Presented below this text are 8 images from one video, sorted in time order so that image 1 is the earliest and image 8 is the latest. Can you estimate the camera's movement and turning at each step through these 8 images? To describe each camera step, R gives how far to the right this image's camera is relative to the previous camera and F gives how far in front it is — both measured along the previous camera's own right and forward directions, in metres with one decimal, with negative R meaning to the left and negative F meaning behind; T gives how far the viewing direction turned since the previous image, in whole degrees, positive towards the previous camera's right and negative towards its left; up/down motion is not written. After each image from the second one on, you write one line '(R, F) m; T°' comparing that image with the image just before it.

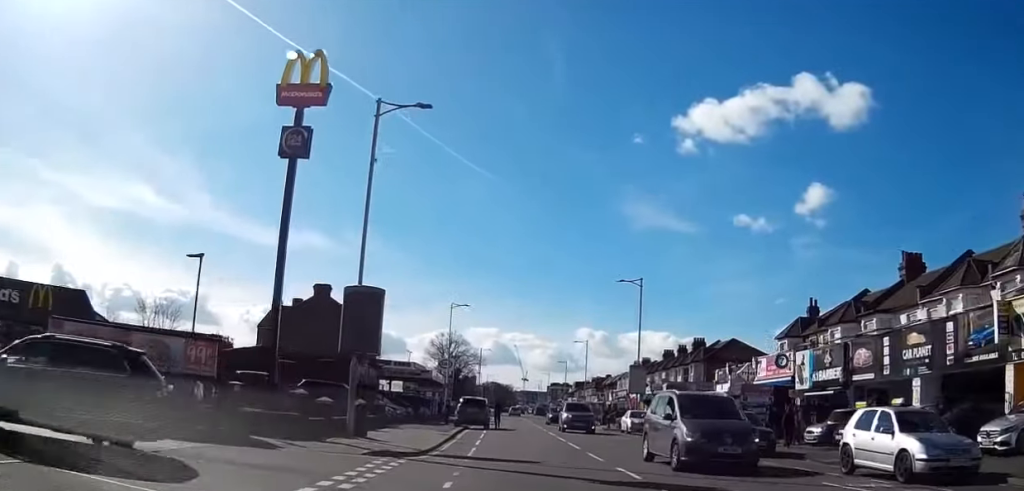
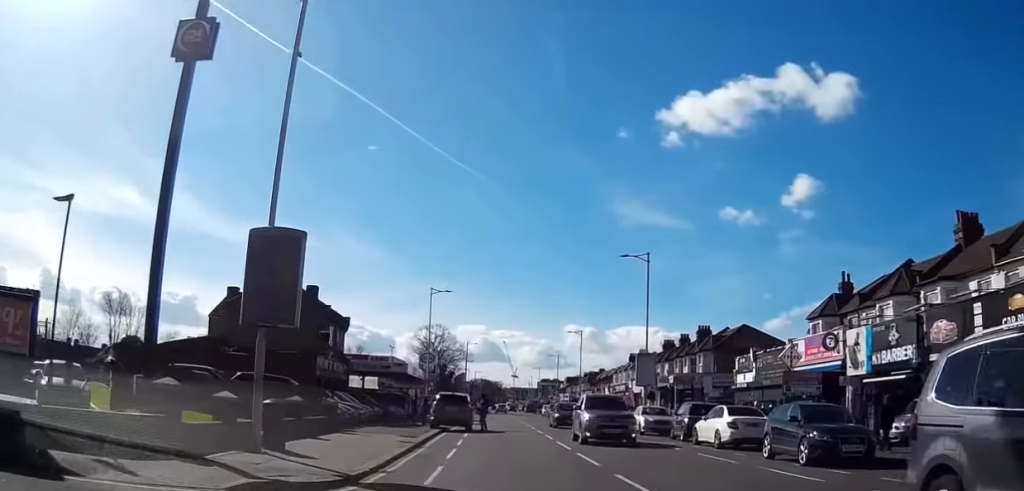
(+0.1, +8.0) m; 0°
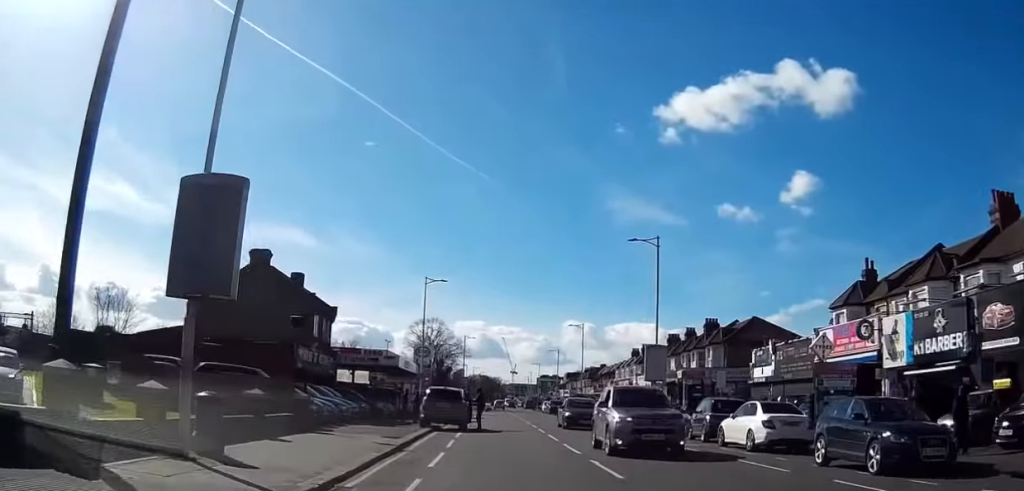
(0.0, +3.6) m; 0°
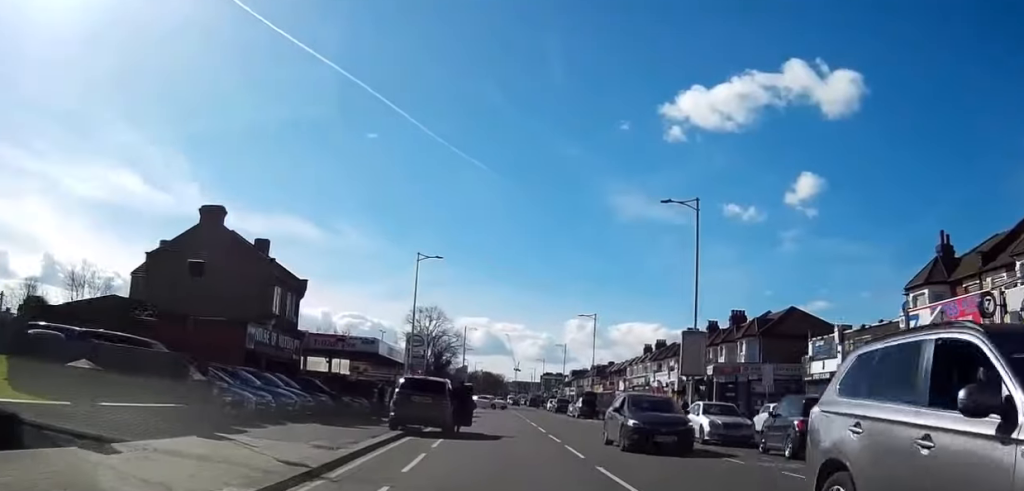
(0.0, +8.7) m; -2°
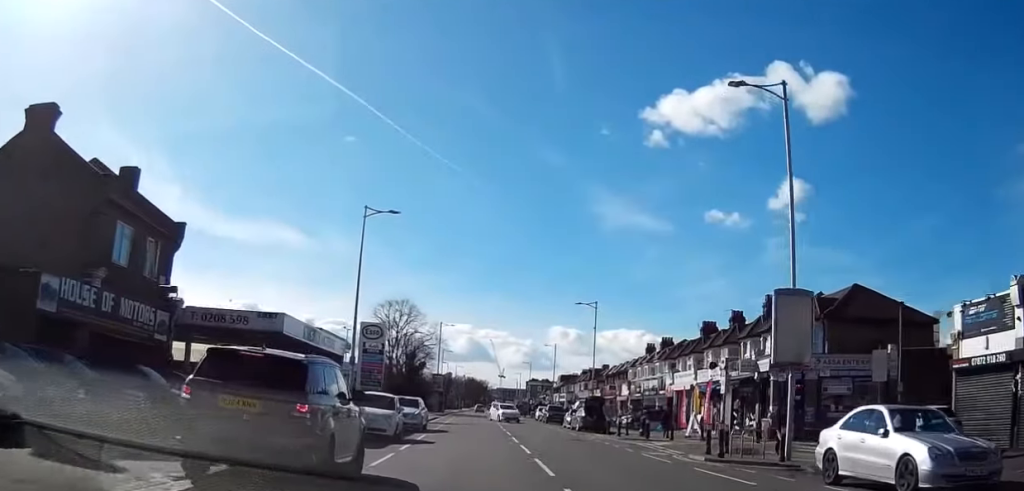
(-0.5, +14.7) m; 0°
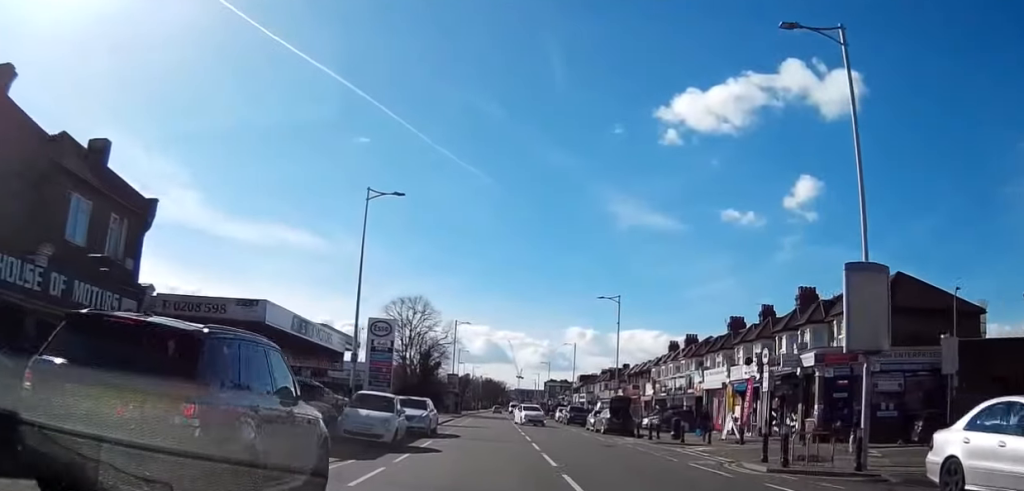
(+0.2, +4.0) m; +2°
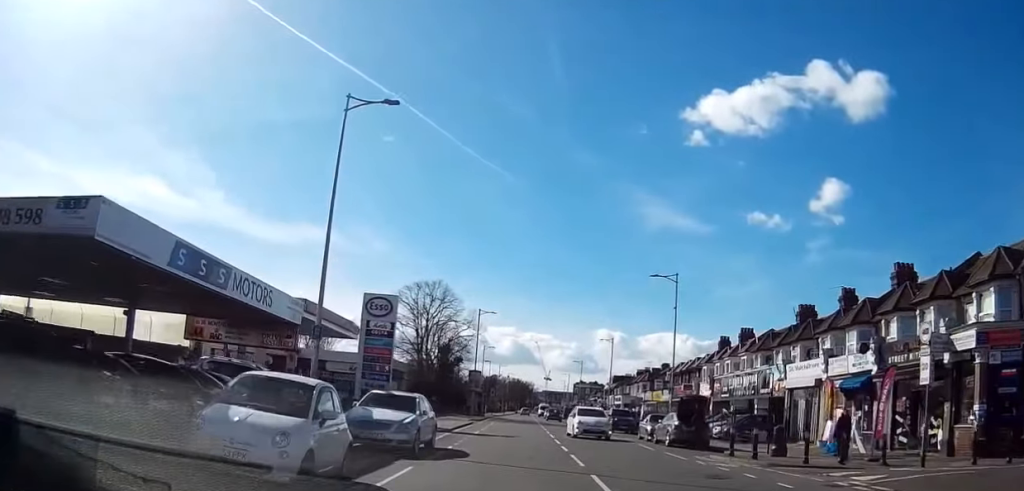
(+0.5, +11.6) m; +2°
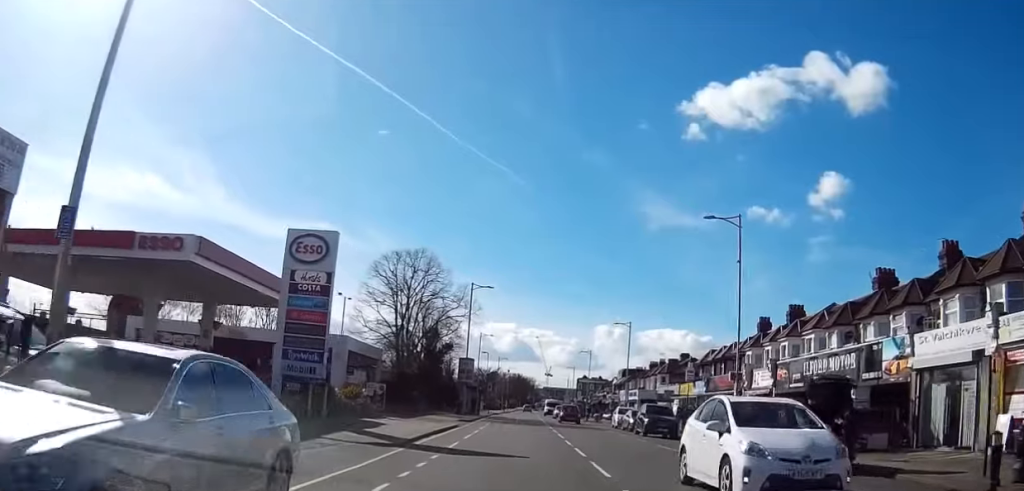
(-0.1, +14.6) m; -2°
